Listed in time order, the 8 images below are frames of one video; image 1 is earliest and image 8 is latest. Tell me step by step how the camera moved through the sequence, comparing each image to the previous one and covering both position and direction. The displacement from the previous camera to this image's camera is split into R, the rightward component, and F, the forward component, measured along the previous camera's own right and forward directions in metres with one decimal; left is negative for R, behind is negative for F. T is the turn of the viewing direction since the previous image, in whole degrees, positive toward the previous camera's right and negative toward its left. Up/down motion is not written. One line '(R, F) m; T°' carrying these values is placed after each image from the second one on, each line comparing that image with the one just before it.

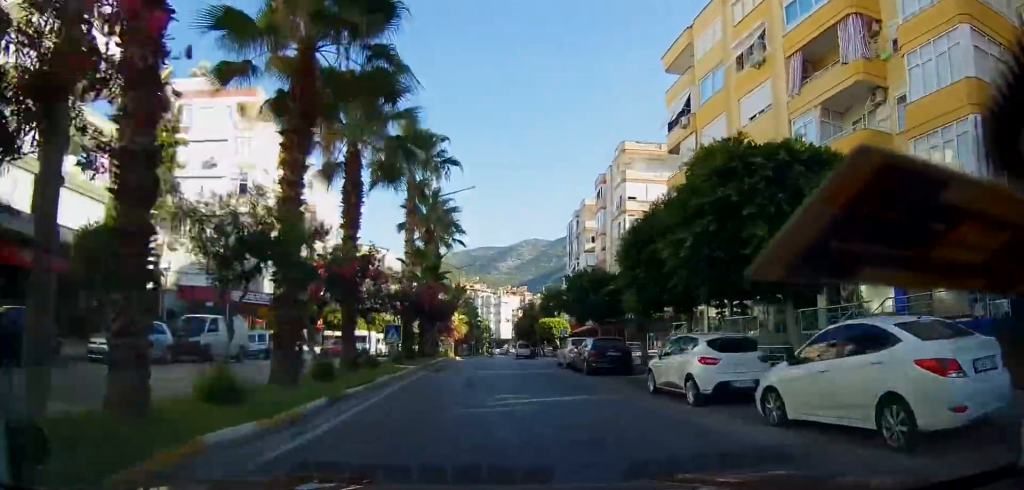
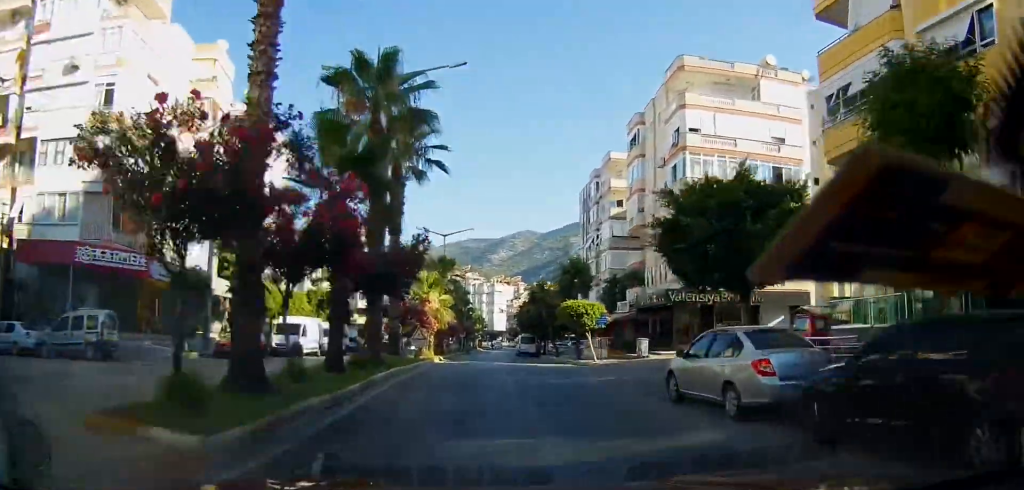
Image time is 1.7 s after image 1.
(-0.5, +14.1) m; 0°
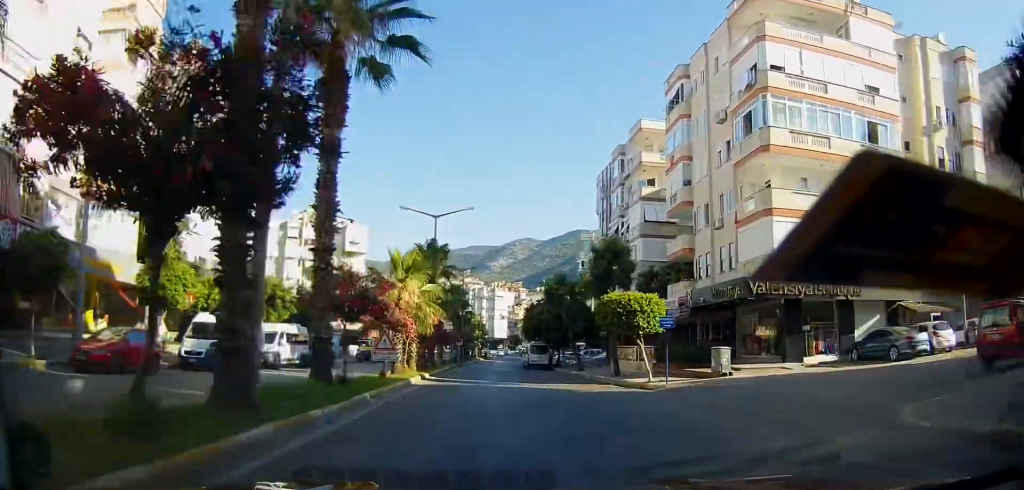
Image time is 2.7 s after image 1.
(+0.3, +8.5) m; +1°
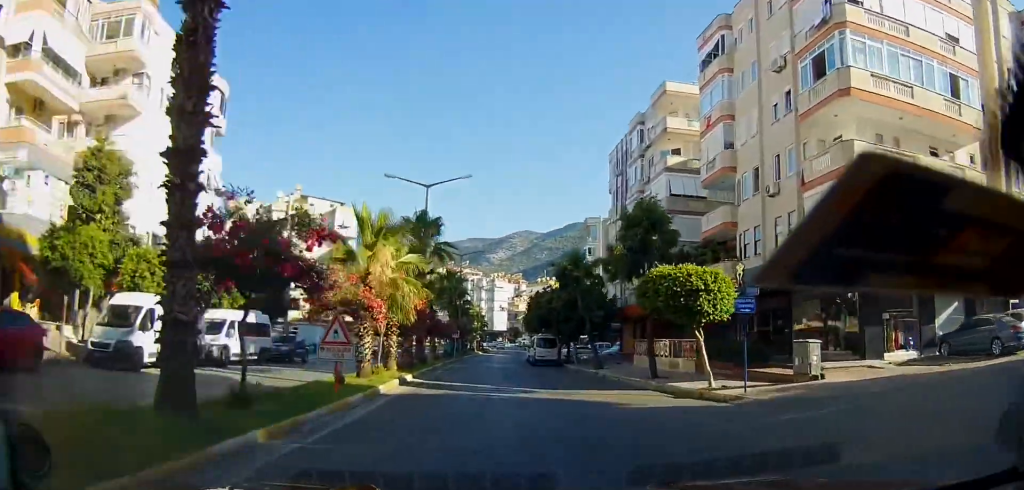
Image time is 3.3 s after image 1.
(-0.1, +5.5) m; -1°
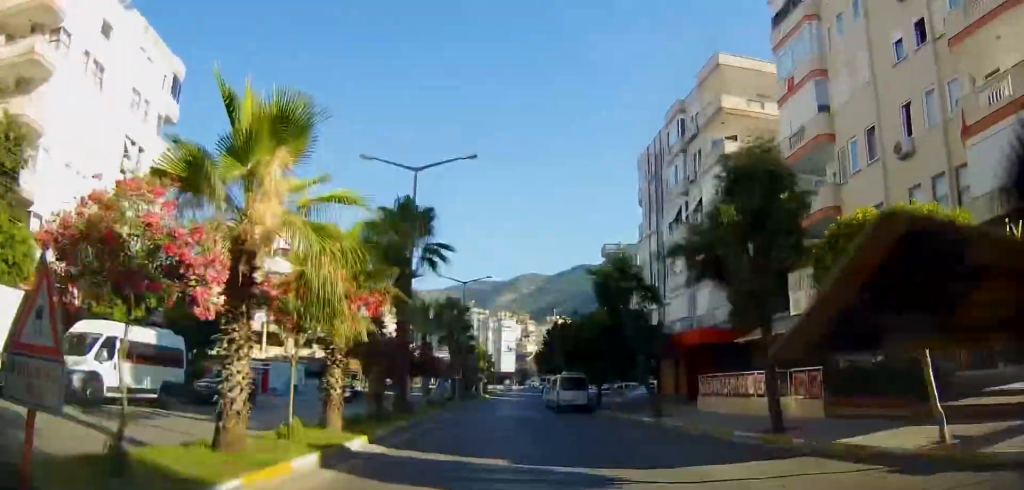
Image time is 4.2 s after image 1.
(-0.1, +8.4) m; -1°
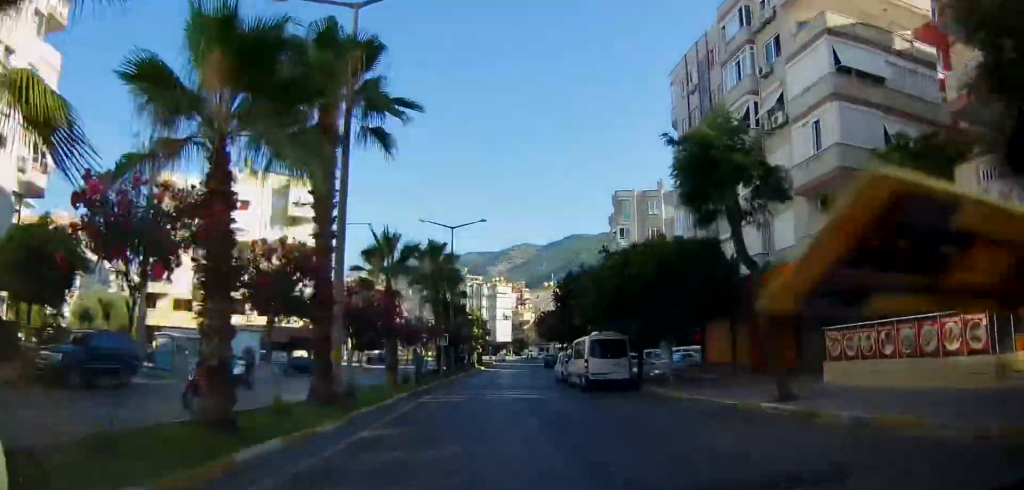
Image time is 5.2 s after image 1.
(-0.1, +10.5) m; +1°
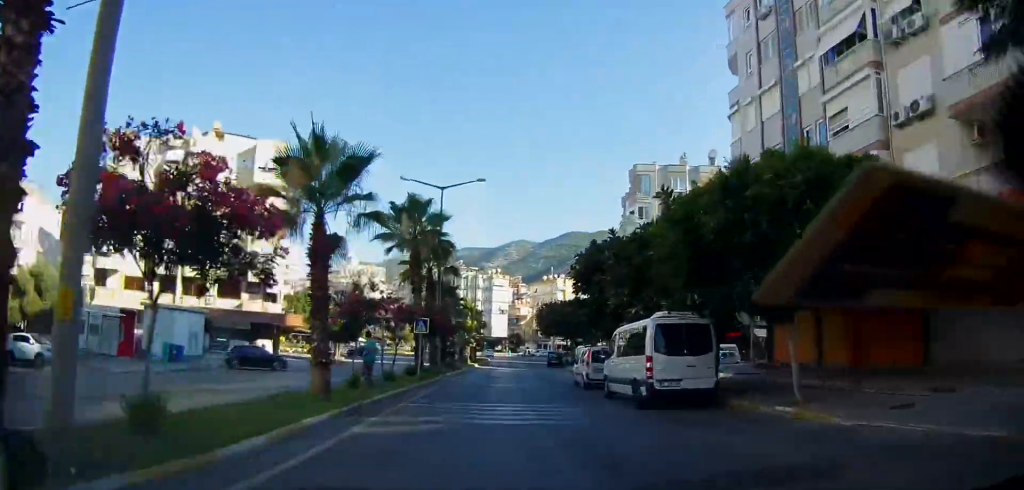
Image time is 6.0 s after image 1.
(-0.1, +9.9) m; +3°
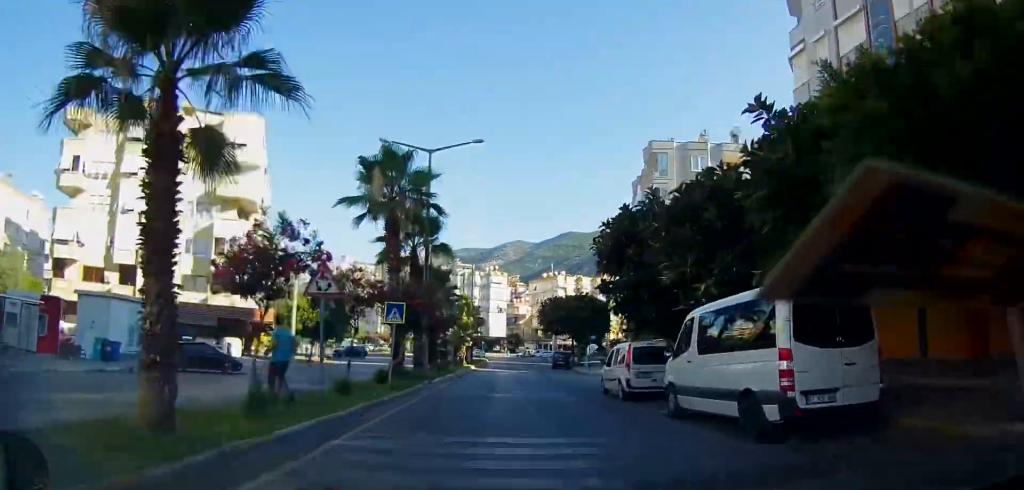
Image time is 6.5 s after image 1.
(+0.4, +7.9) m; +2°
